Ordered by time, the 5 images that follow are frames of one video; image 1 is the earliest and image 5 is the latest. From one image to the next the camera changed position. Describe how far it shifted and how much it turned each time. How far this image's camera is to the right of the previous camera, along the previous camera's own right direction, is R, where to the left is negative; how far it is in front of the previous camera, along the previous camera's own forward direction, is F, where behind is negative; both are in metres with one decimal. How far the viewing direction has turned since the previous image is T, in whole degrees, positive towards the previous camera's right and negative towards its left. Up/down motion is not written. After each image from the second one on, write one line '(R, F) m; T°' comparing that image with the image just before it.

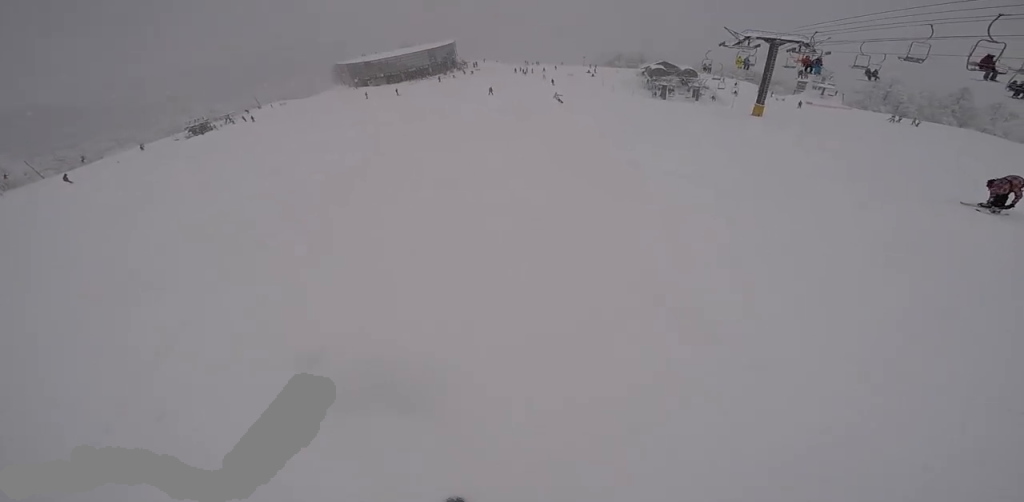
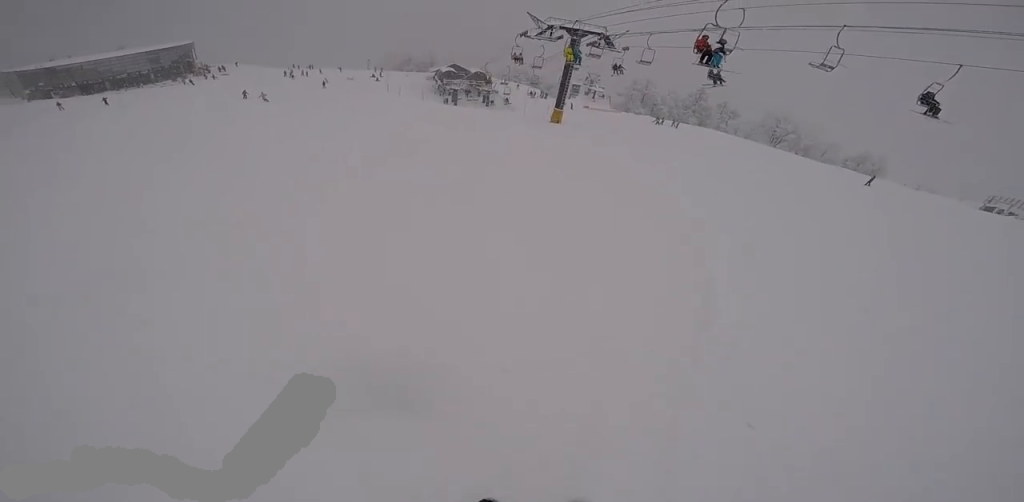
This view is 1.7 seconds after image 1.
(+4.7, +10.5) m; +22°
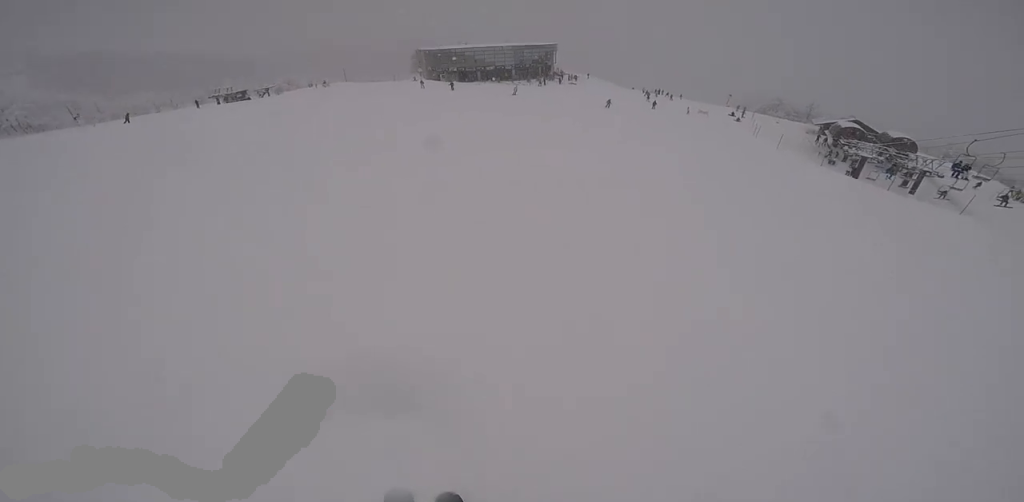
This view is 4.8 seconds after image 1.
(-12.7, +16.7) m; -45°
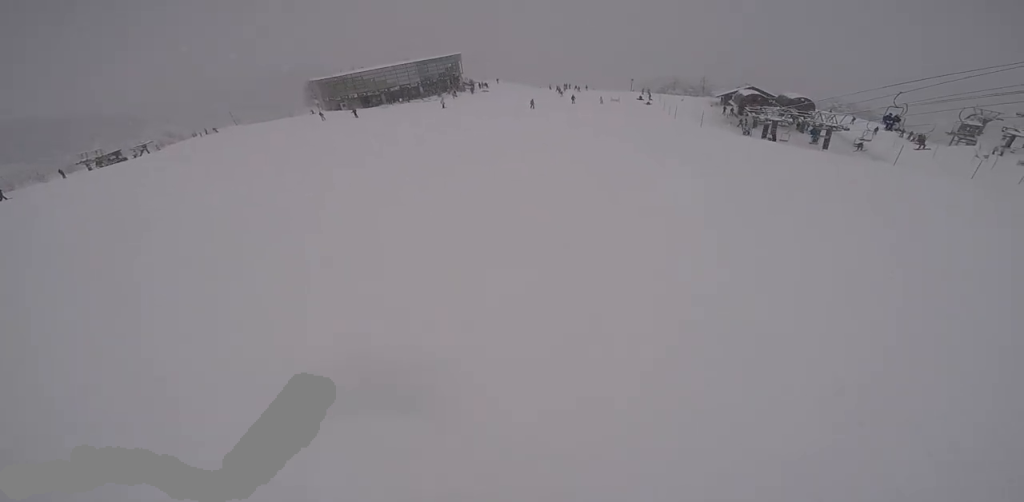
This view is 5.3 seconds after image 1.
(+0.4, +3.2) m; +13°
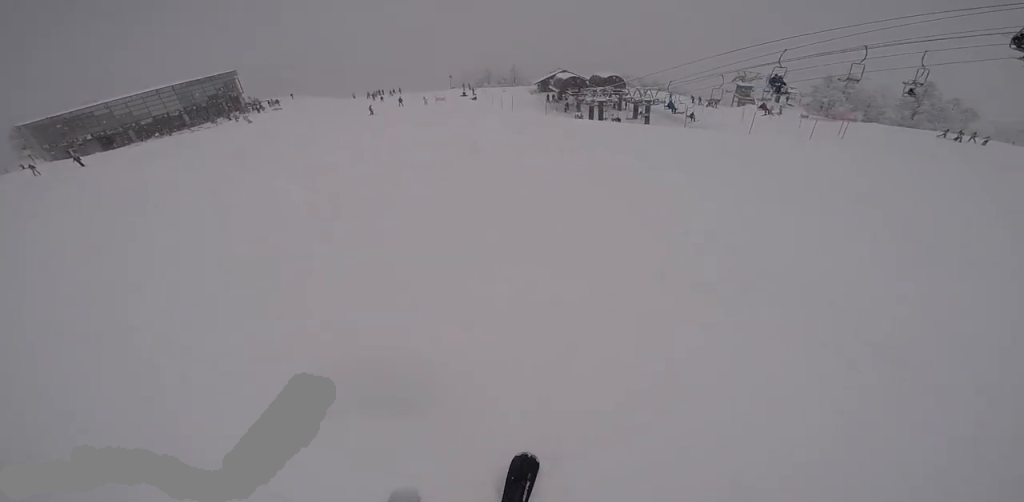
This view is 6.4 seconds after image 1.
(+2.1, +7.4) m; +22°
